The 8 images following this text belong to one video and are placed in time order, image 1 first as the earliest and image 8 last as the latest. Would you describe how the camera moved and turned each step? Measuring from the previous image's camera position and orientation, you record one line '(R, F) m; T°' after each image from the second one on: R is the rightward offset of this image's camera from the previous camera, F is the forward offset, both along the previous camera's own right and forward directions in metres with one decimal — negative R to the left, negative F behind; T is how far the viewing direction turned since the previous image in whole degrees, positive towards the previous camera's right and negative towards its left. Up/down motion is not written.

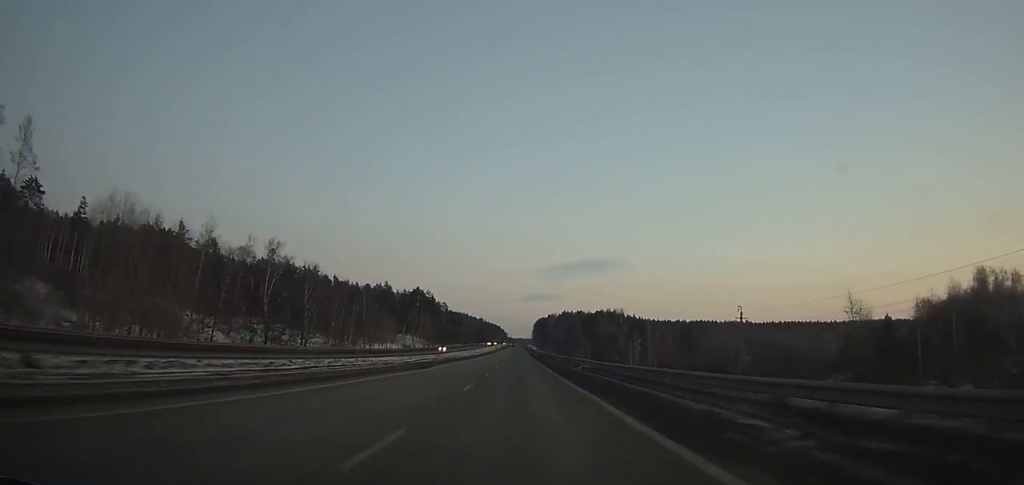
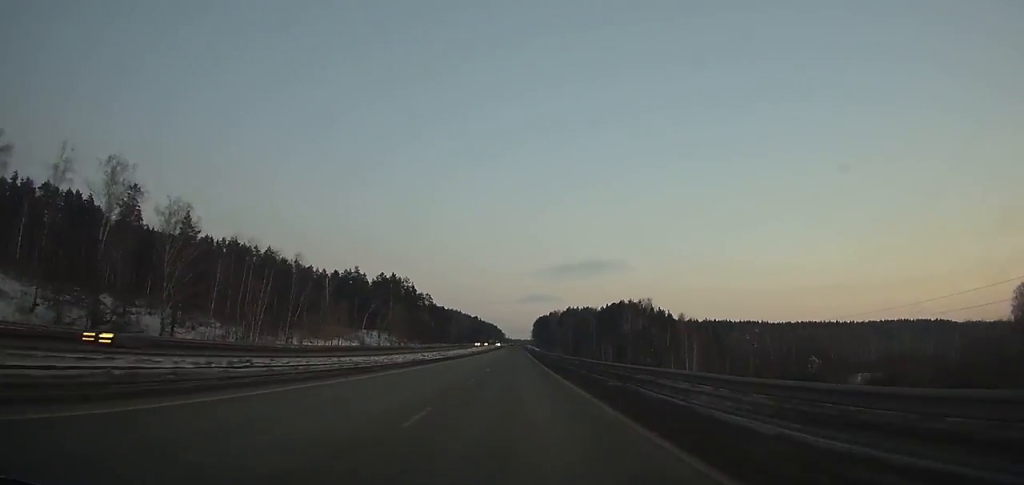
(+0.1, +56.6) m; 0°
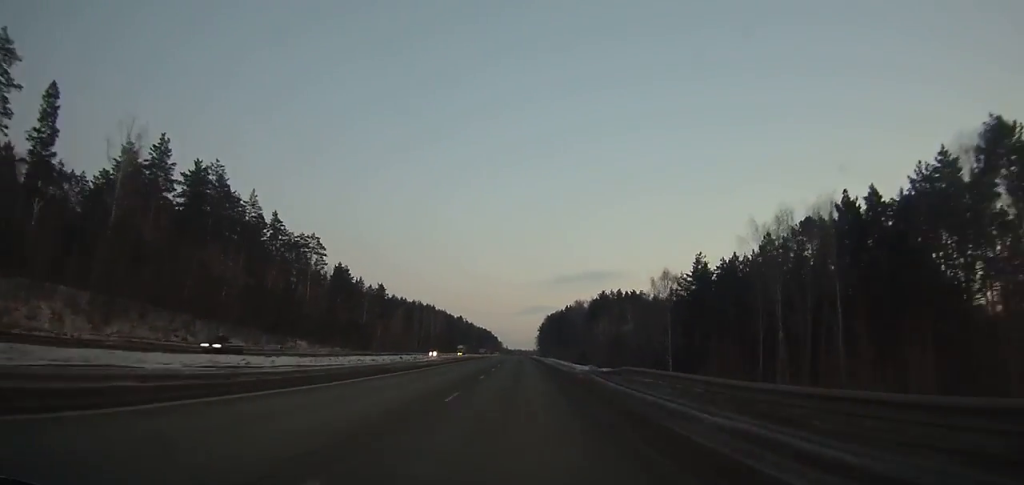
(-0.3, +162.1) m; 0°
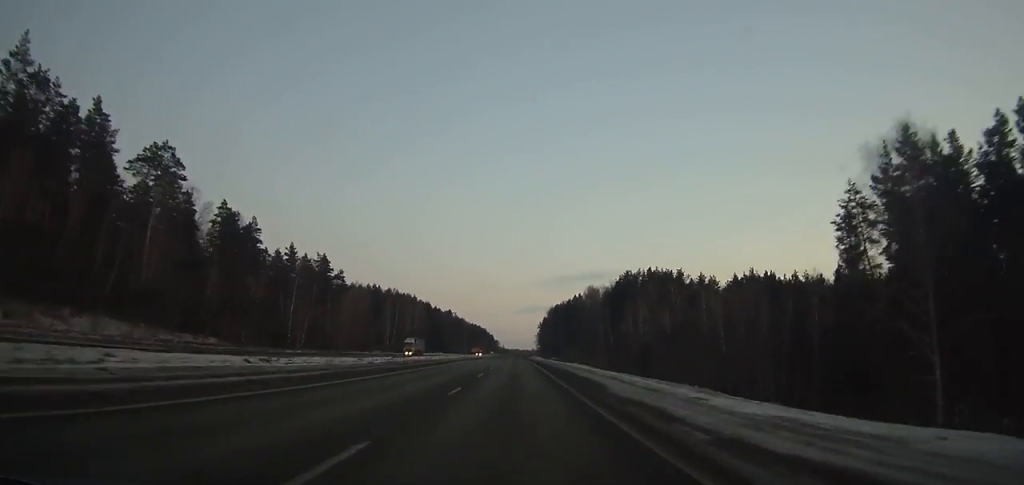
(0.0, +58.7) m; 0°
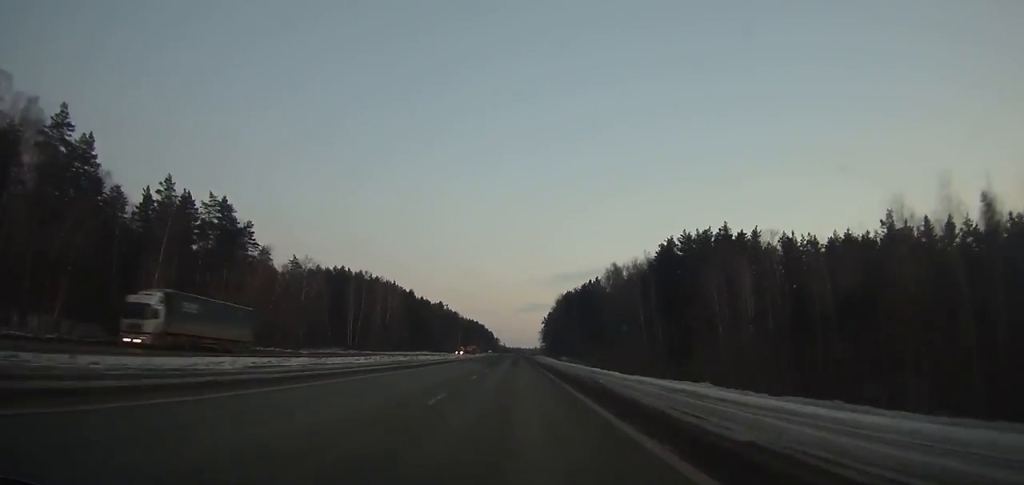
(0.0, +51.6) m; 0°
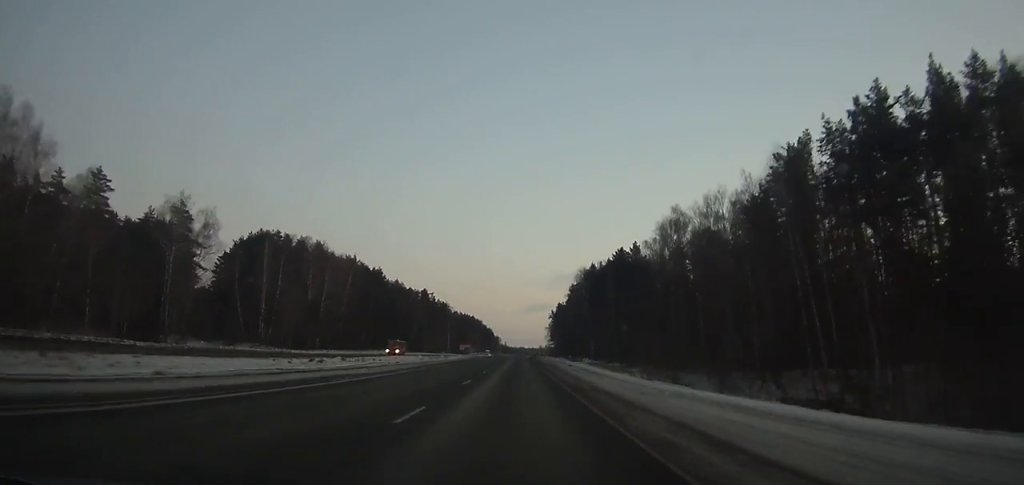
(-0.2, +63.4) m; 0°
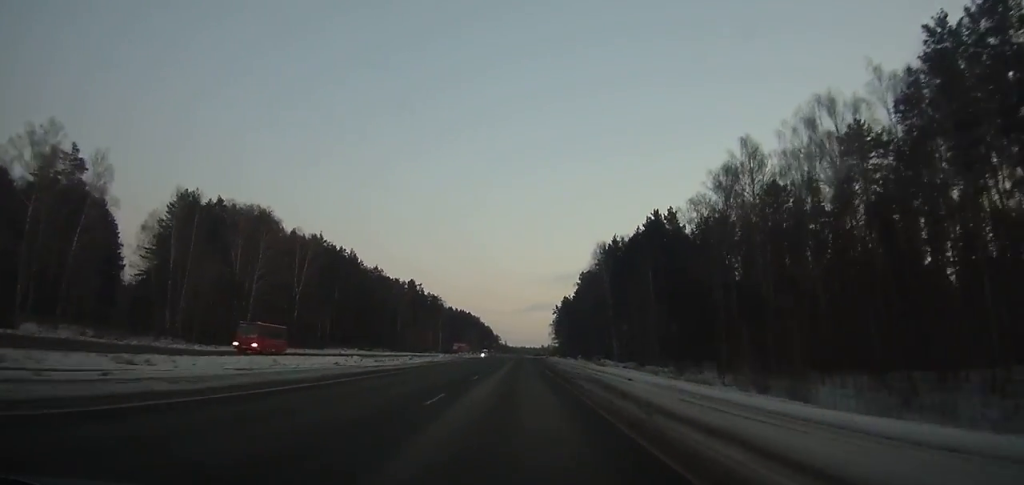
(+0.1, +33.0) m; 0°
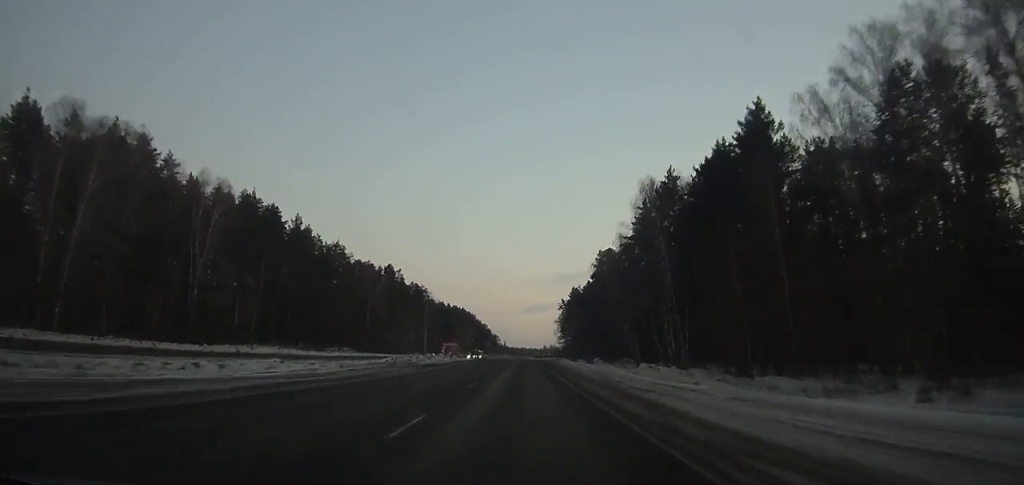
(0.0, +40.1) m; 0°
